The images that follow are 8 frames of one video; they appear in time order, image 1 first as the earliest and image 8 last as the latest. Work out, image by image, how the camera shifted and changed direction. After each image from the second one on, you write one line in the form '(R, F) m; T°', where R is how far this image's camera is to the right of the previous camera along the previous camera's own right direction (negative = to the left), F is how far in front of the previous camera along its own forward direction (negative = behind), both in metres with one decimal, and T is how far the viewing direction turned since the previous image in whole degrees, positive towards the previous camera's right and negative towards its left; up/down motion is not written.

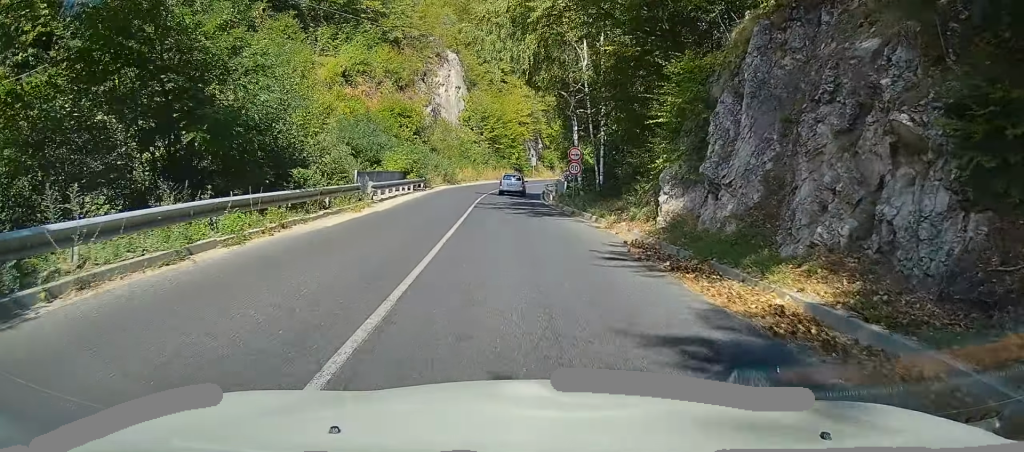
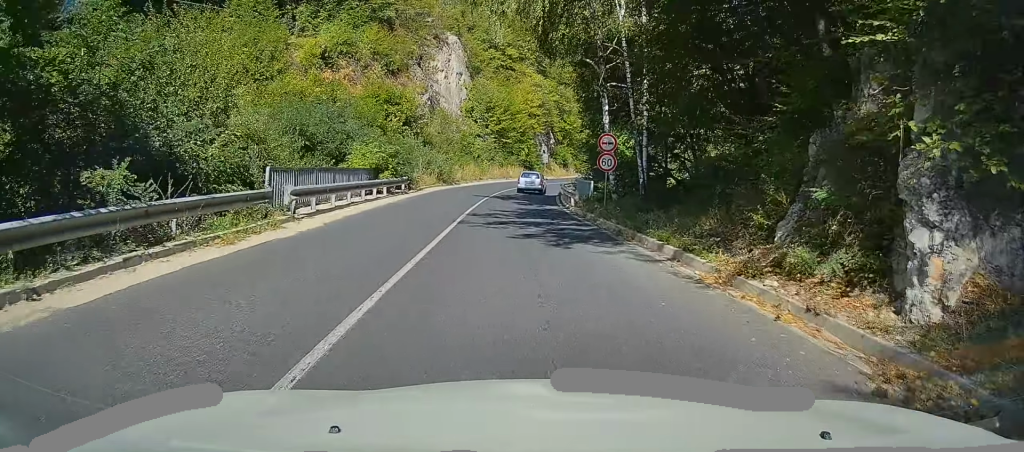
(-0.1, +9.2) m; -2°
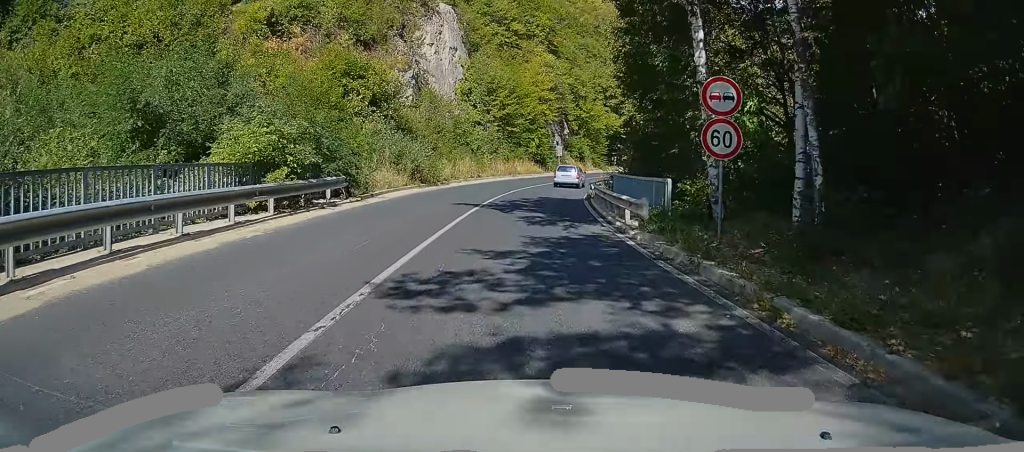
(-0.3, +12.9) m; -1°
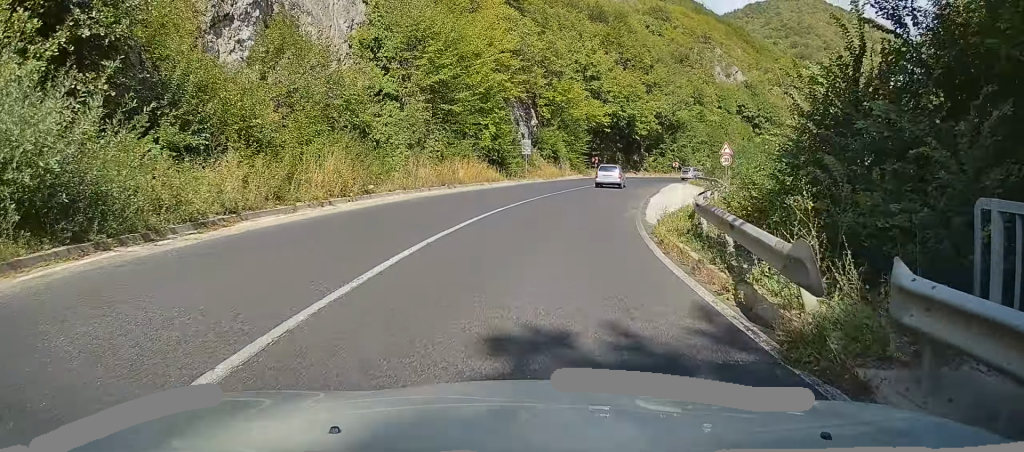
(0.0, +24.2) m; +1°
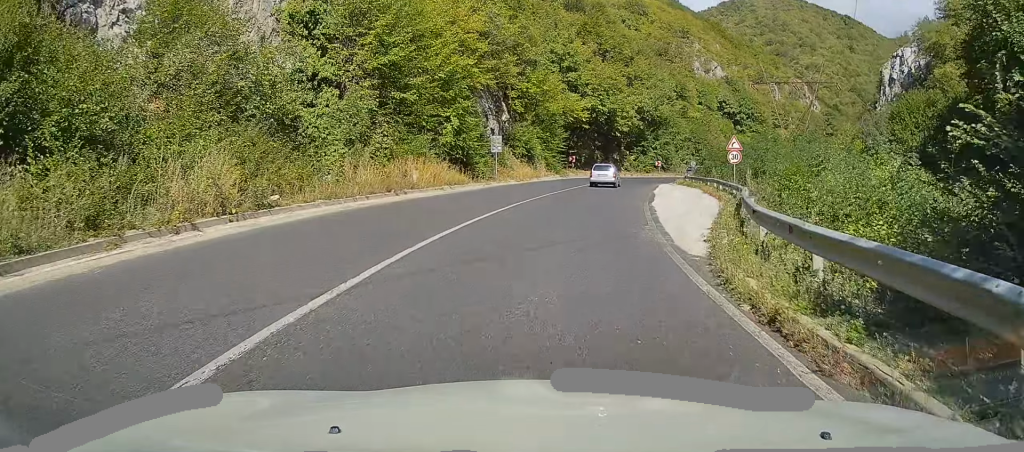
(0.0, +6.2) m; +1°
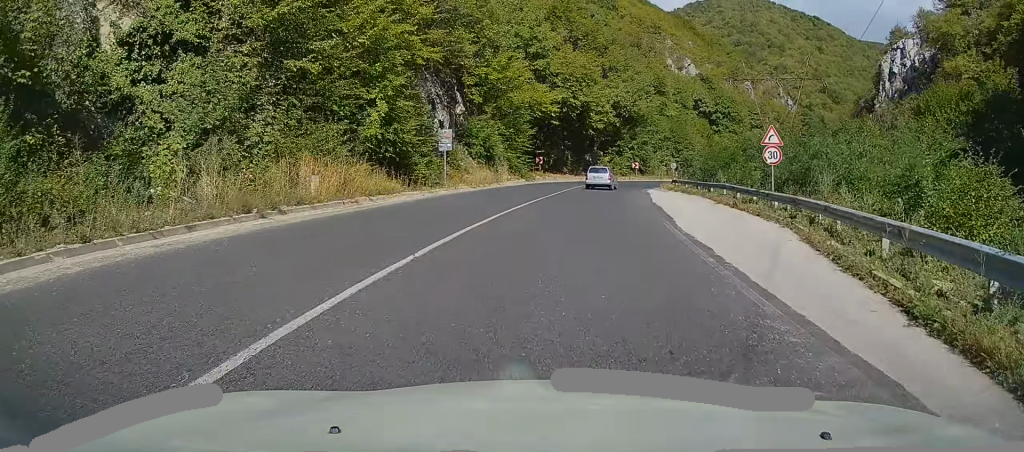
(+0.1, +9.2) m; +2°
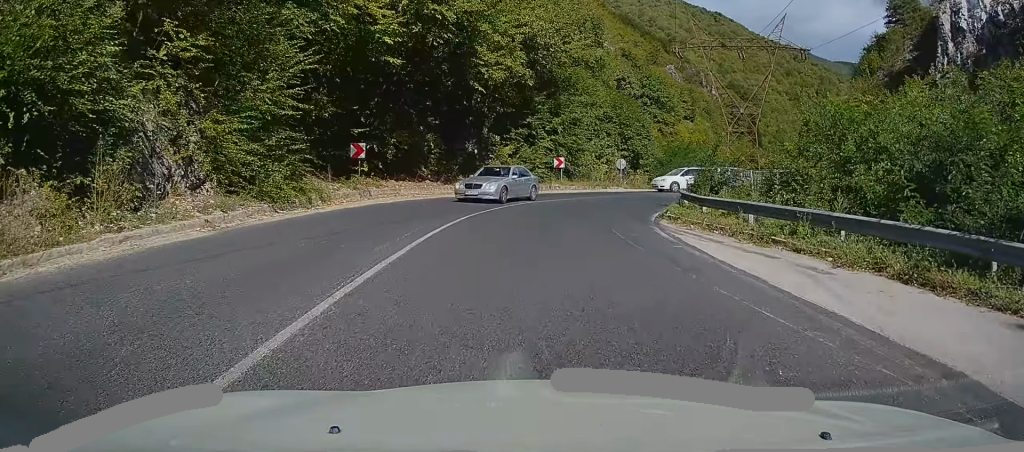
(+4.1, +33.0) m; +15°
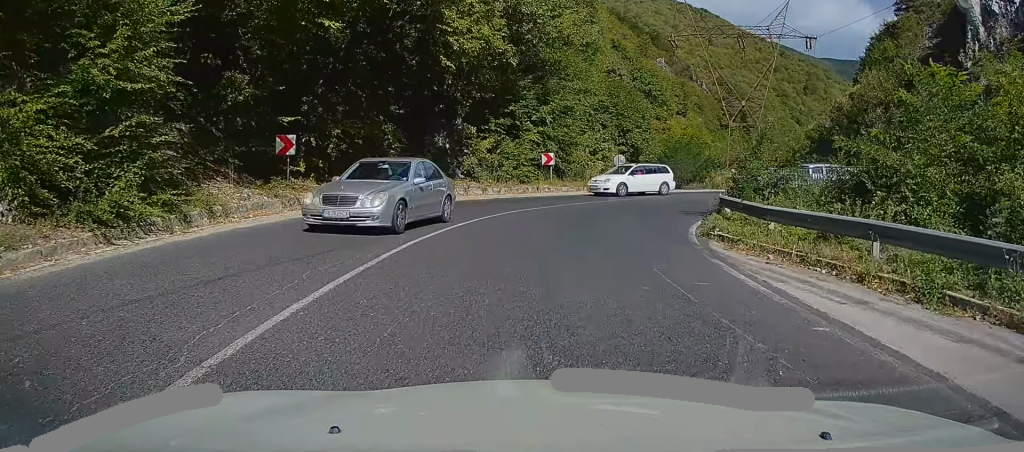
(+0.2, +6.2) m; +4°
